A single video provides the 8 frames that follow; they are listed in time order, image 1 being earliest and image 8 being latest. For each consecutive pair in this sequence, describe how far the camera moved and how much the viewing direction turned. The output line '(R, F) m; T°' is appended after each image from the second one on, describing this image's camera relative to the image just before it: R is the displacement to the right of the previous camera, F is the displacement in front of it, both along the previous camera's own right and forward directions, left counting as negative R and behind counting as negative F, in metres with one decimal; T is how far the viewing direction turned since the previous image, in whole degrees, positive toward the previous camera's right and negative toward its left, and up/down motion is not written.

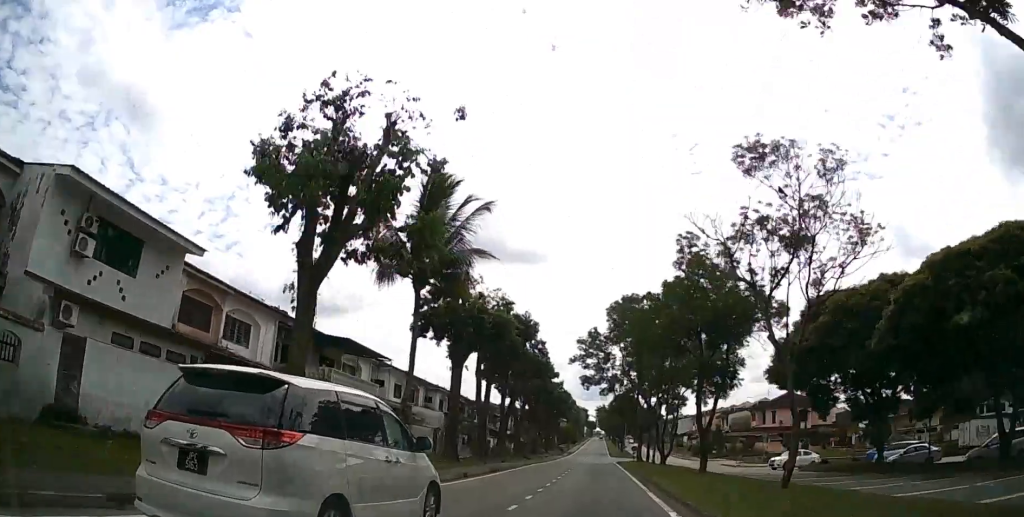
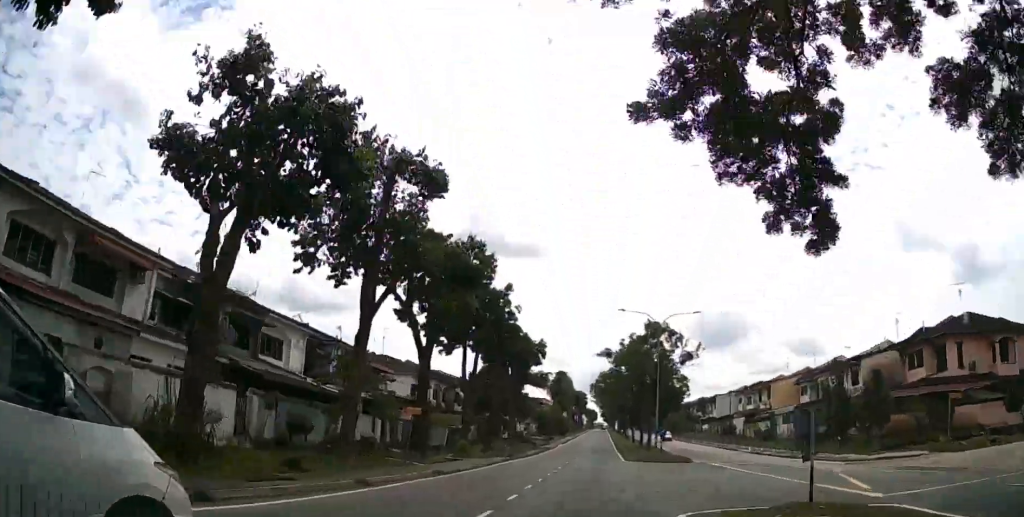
(+0.4, +51.4) m; 0°
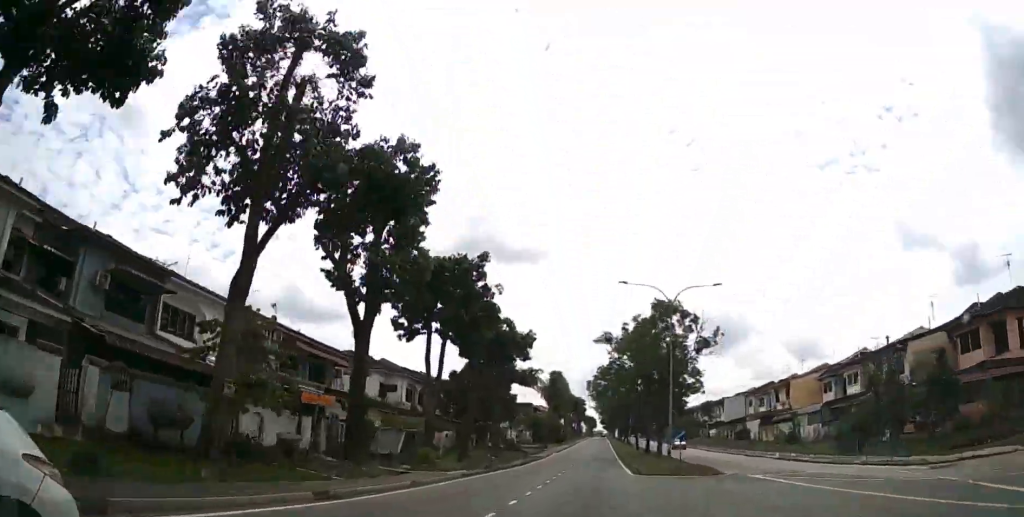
(0.0, +8.5) m; 0°
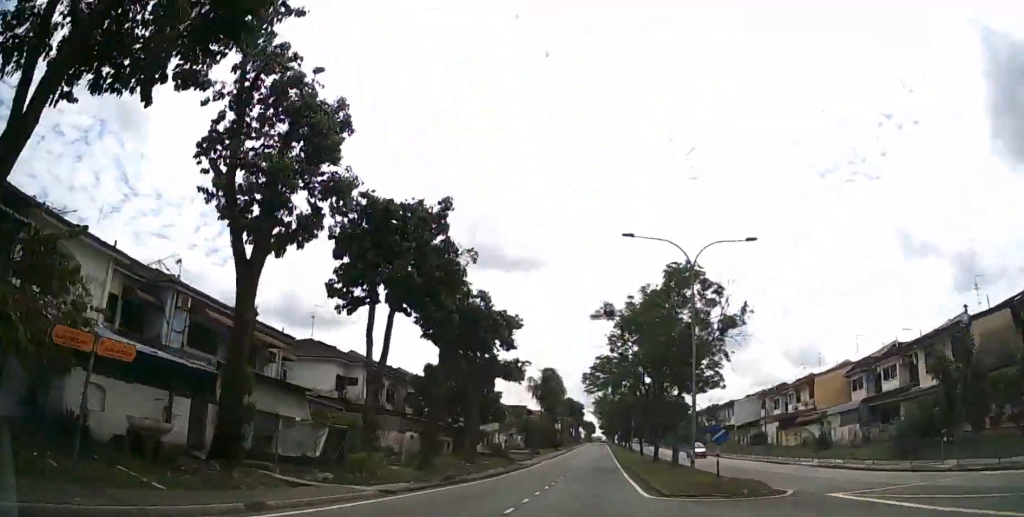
(0.0, +7.9) m; 0°
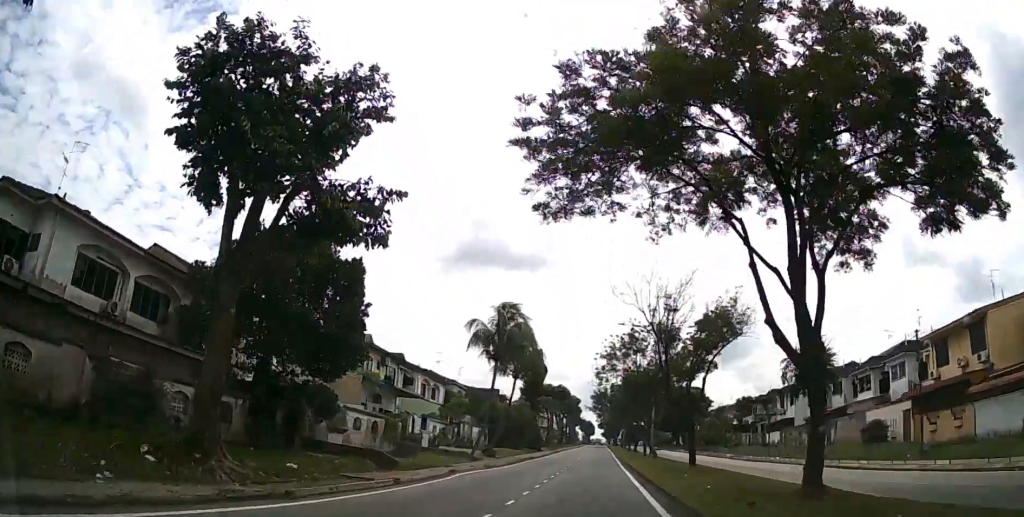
(0.0, +28.1) m; 0°
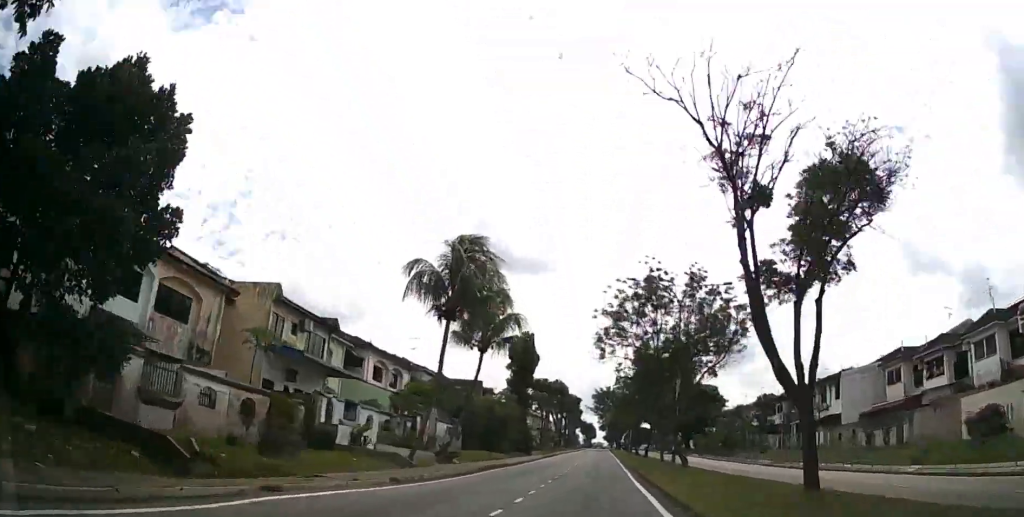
(-0.1, +12.4) m; 0°
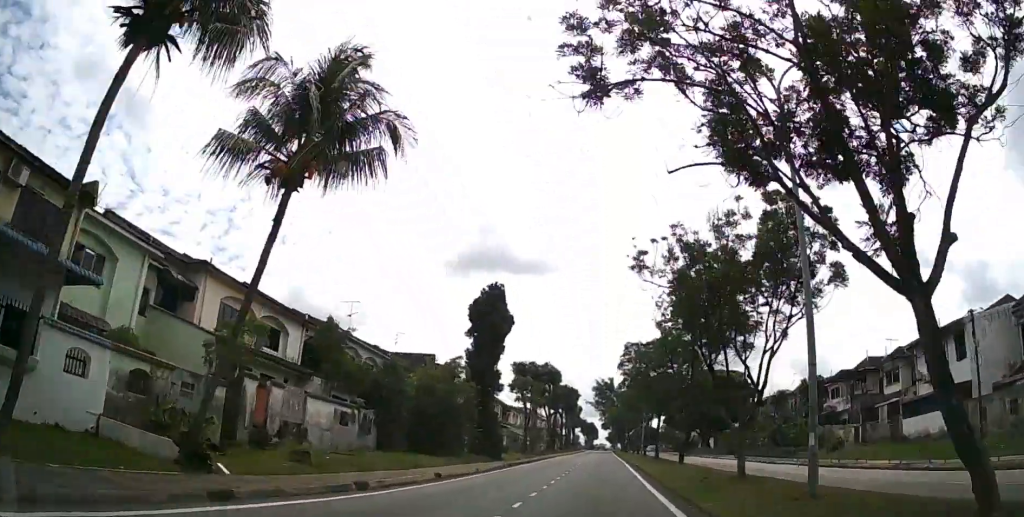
(+0.1, +19.4) m; +1°
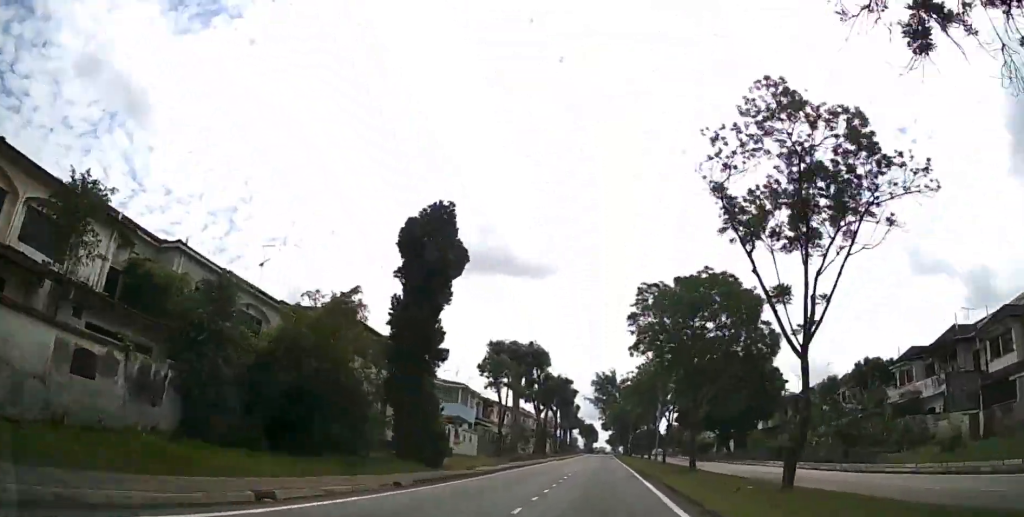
(0.0, +15.7) m; 0°
